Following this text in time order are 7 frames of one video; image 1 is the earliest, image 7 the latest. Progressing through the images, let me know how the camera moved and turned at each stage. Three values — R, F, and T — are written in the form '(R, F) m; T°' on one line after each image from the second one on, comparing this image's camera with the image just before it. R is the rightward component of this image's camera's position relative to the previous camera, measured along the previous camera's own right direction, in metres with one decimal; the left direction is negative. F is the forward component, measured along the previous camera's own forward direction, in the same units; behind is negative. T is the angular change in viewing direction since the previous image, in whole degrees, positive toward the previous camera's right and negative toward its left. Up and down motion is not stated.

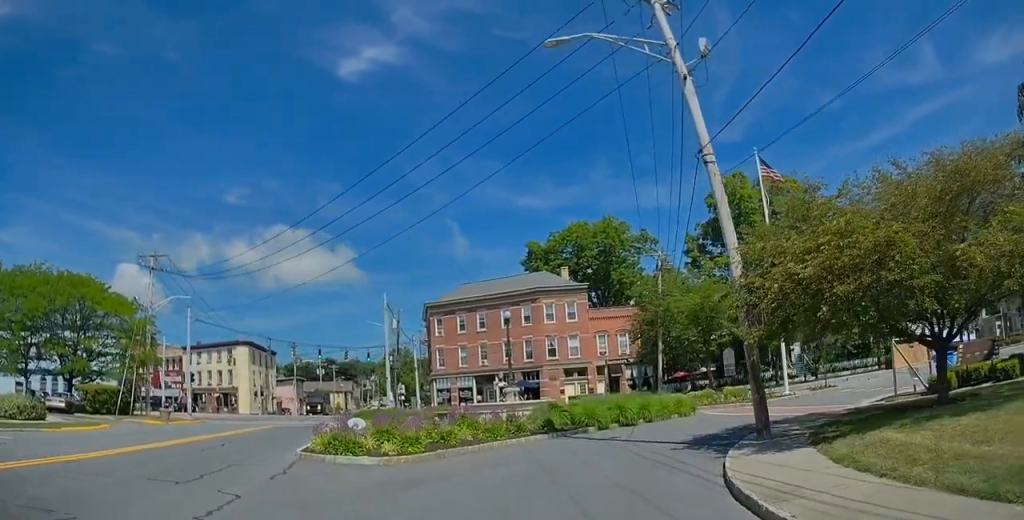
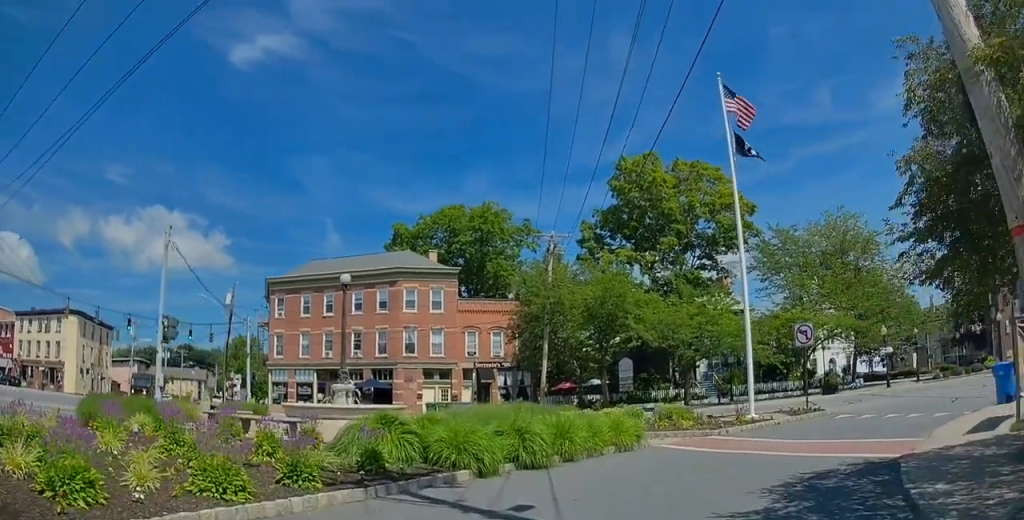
(+0.5, +11.0) m; +9°
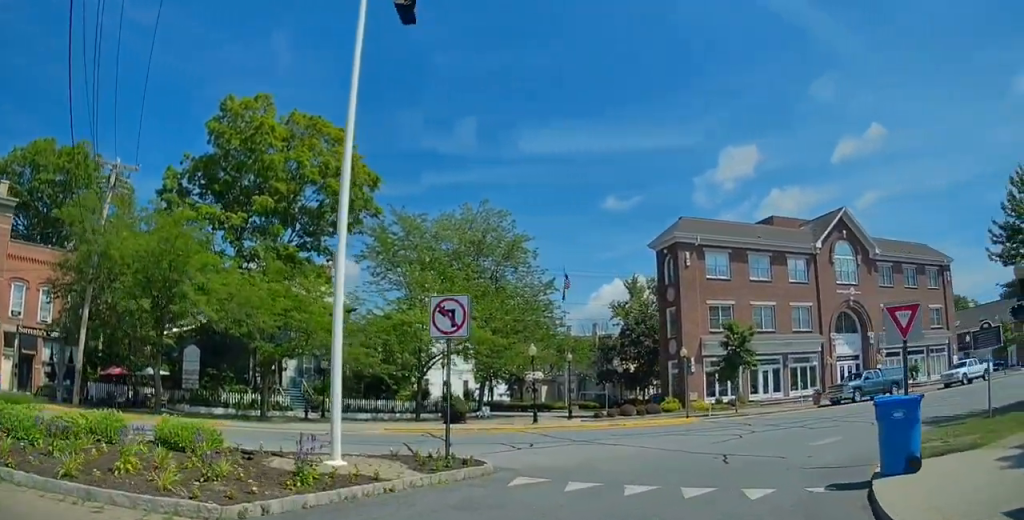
(+2.3, +11.1) m; +31°
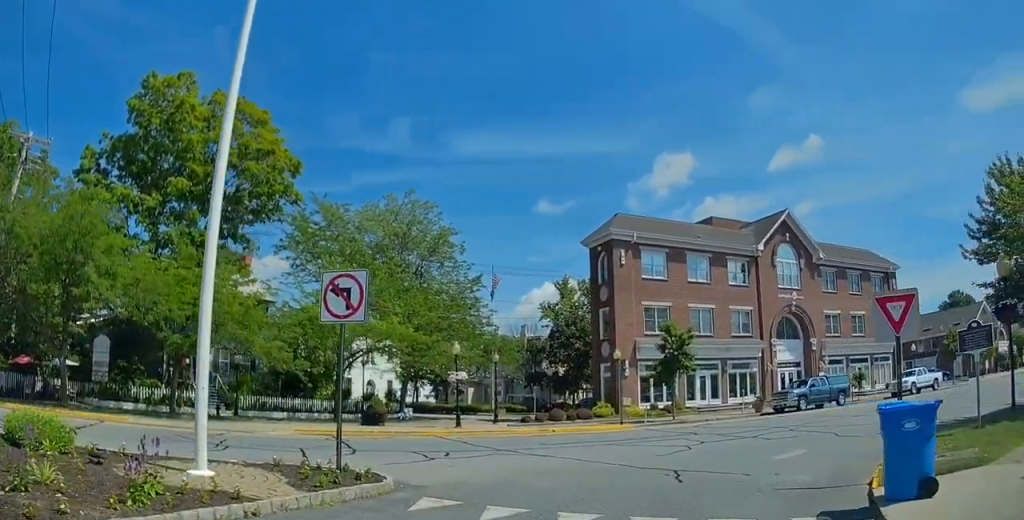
(+0.4, +1.8) m; +6°
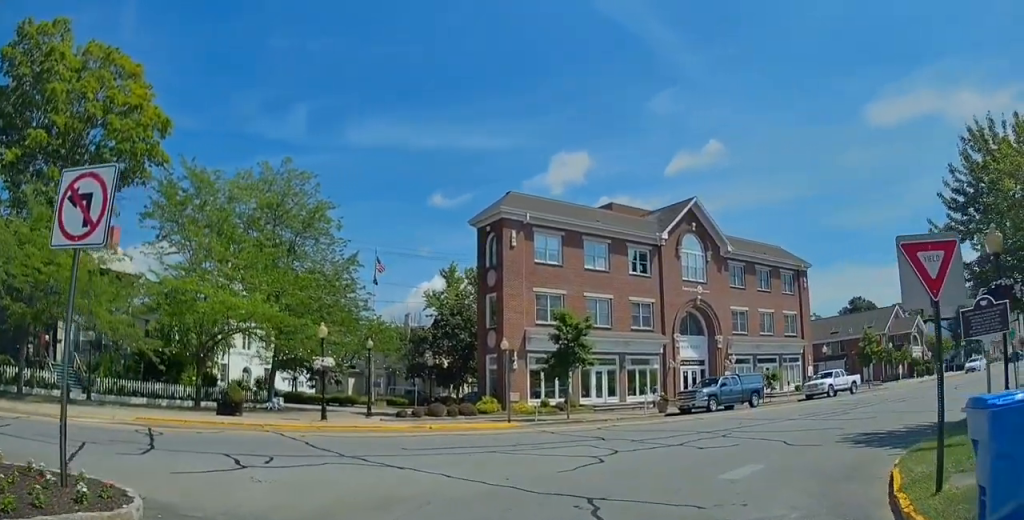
(+0.4, +3.6) m; +11°
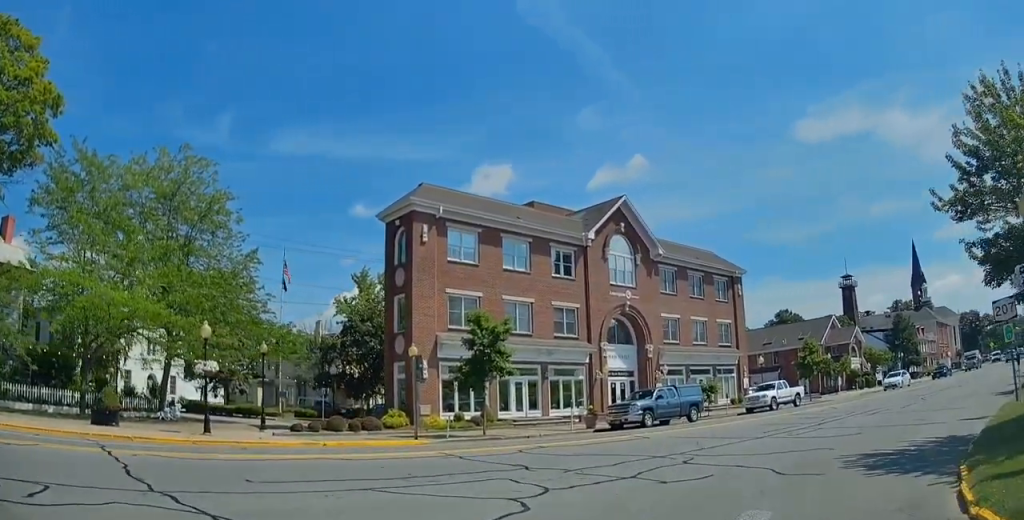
(+0.2, +3.4) m; +10°
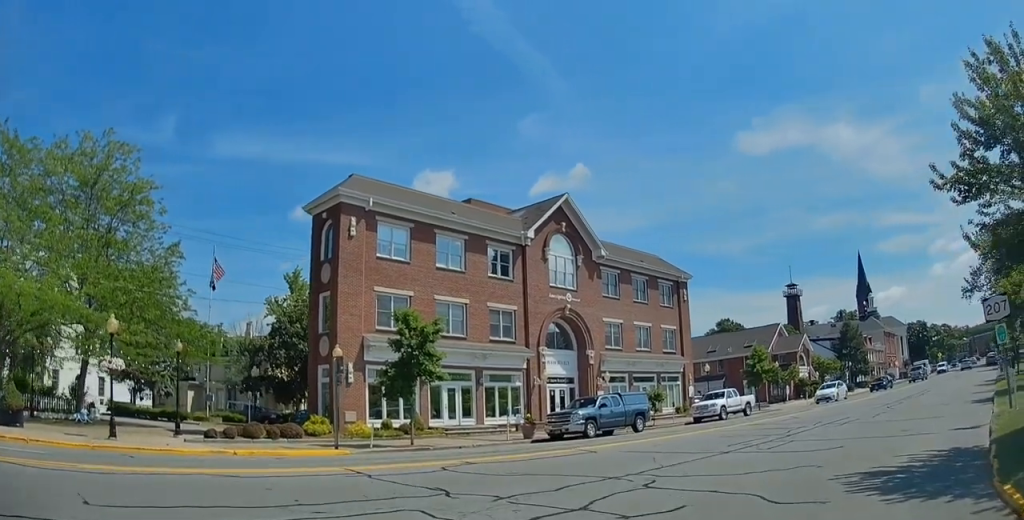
(+0.2, +2.3) m; +8°
